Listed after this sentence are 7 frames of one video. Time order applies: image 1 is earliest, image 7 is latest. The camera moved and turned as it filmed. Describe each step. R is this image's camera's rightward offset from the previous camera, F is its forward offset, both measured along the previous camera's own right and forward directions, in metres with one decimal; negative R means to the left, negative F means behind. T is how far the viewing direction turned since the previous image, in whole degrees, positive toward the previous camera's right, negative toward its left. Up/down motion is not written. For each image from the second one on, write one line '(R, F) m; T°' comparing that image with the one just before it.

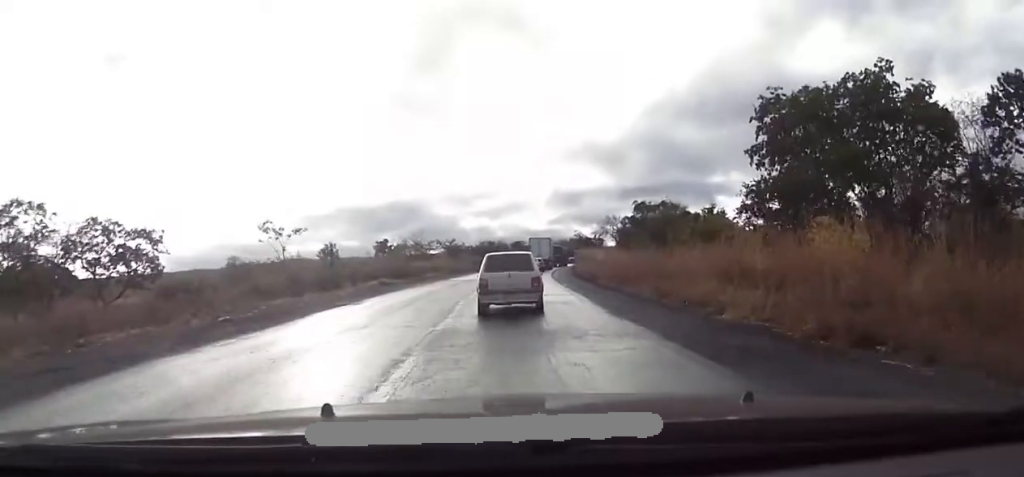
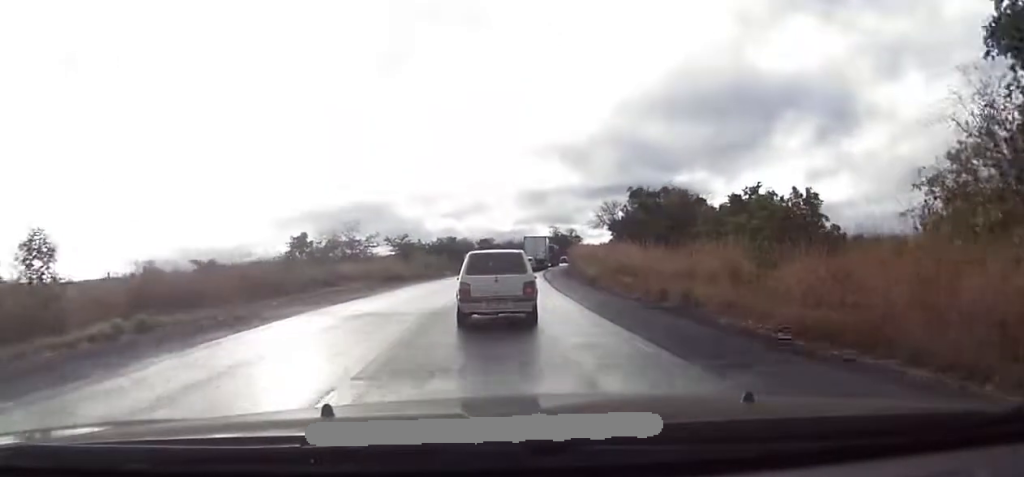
(+1.4, +29.4) m; +5°
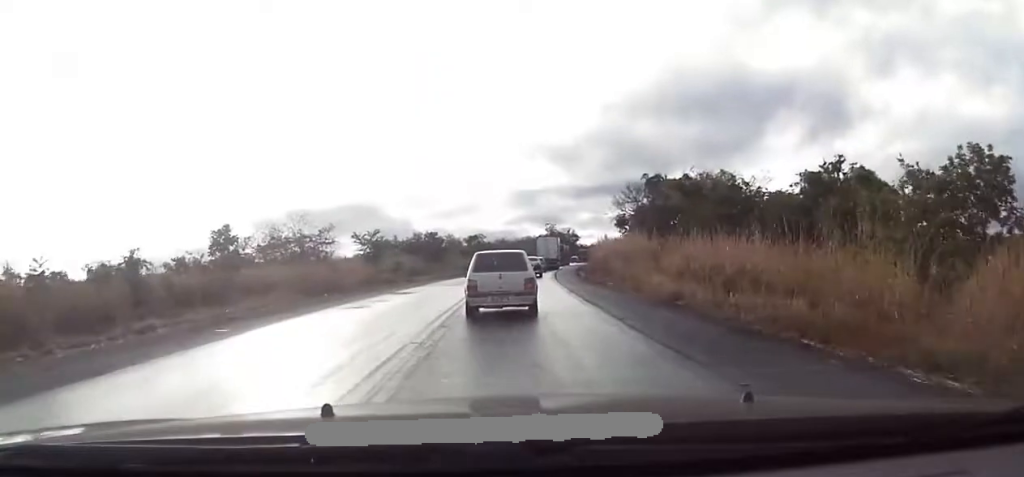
(+0.5, +19.6) m; +2°
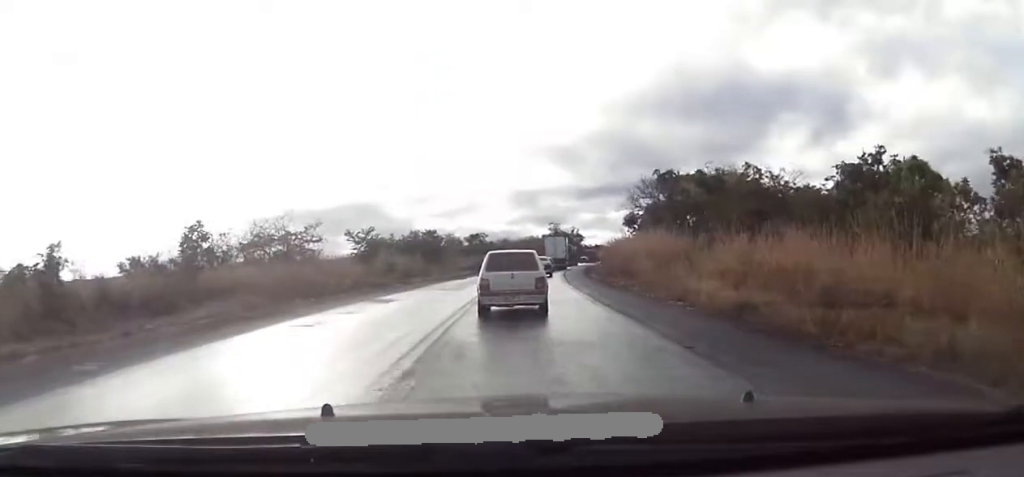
(-0.1, +5.4) m; -1°
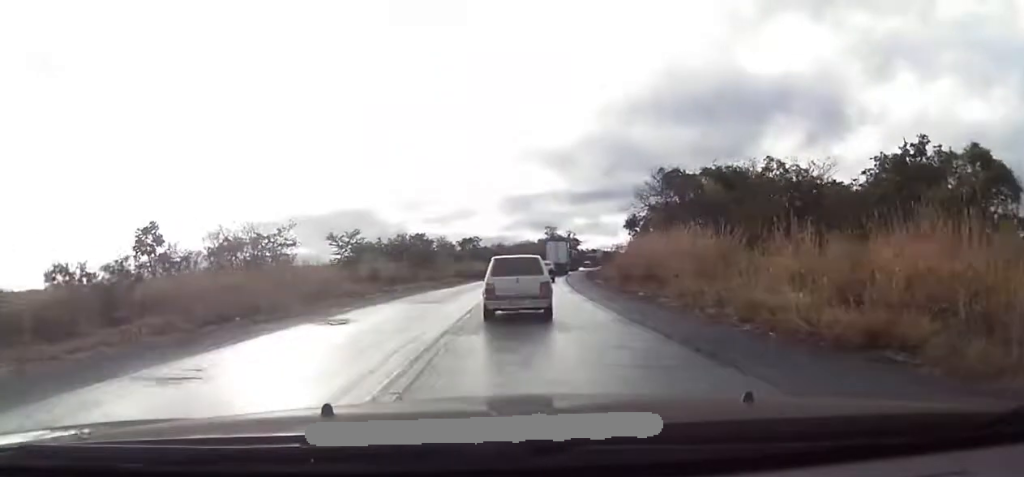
(-0.1, +5.8) m; -1°
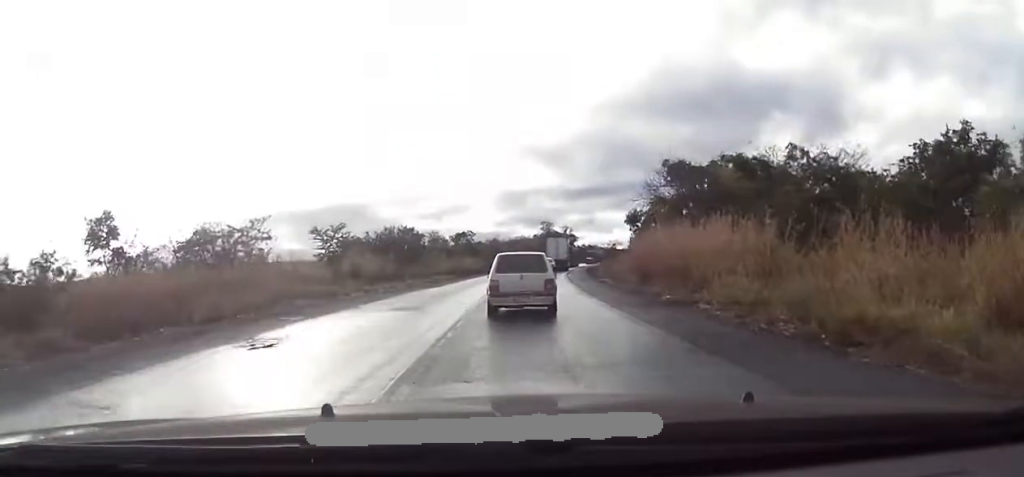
(+0.1, +4.9) m; 0°
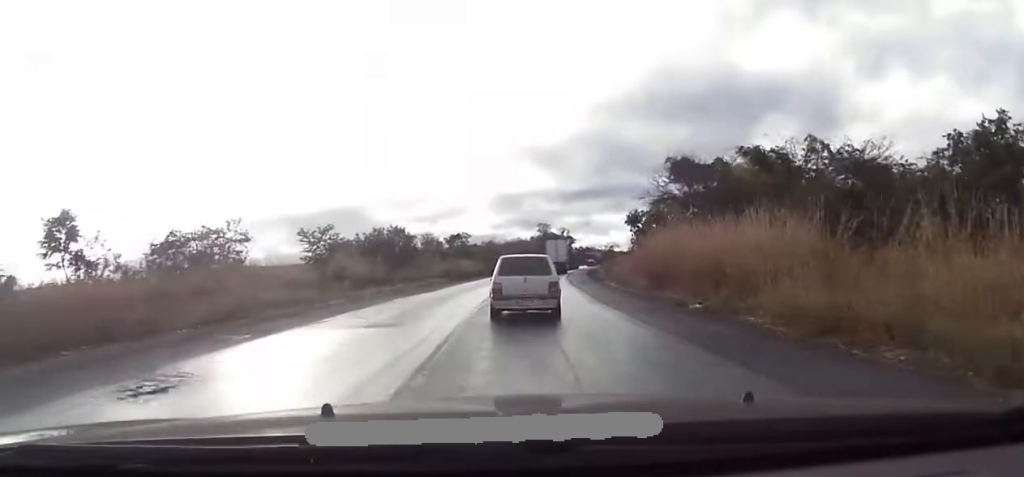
(0.0, +3.7) m; 0°
